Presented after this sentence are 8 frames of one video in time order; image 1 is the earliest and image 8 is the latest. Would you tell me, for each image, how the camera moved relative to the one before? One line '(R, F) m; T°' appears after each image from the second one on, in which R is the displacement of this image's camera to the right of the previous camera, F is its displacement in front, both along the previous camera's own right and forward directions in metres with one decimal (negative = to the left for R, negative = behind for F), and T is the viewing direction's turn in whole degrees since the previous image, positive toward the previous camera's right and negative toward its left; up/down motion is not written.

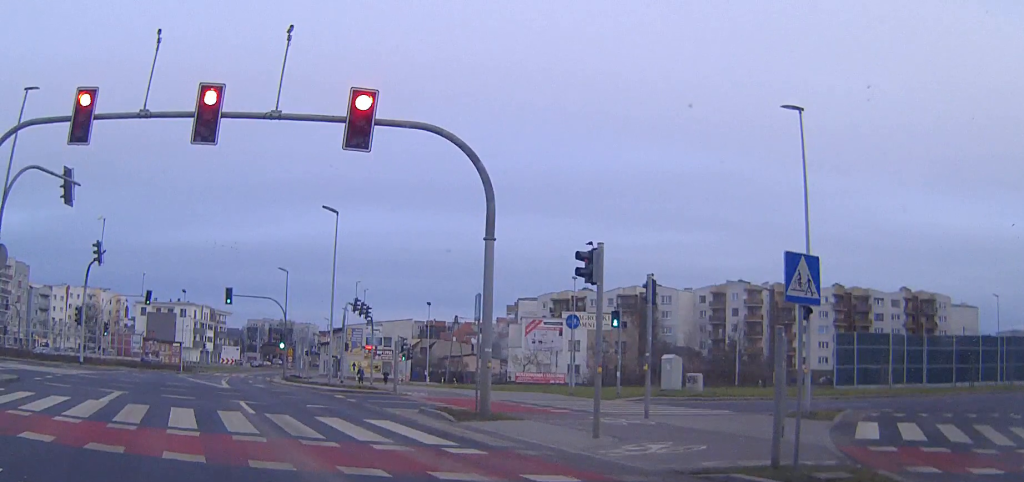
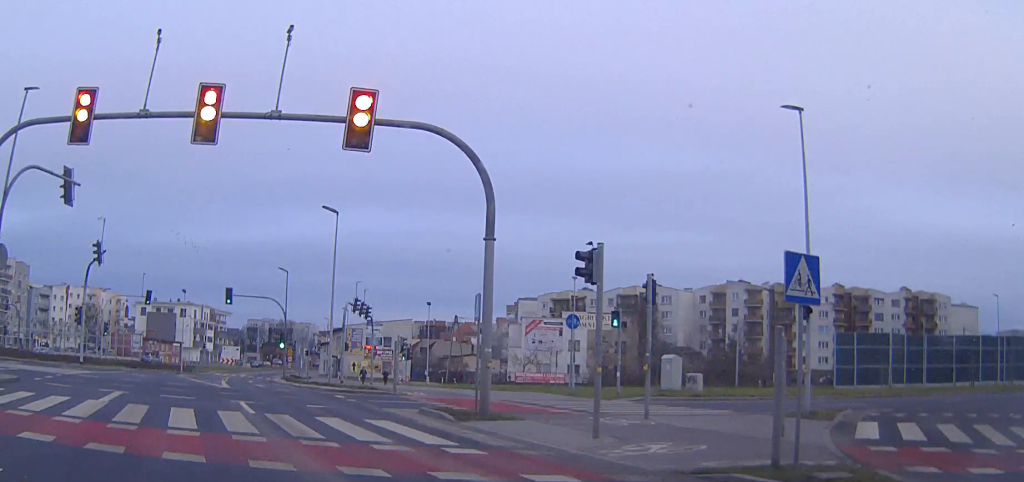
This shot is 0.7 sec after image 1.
(0.0, 0.0) m; 0°
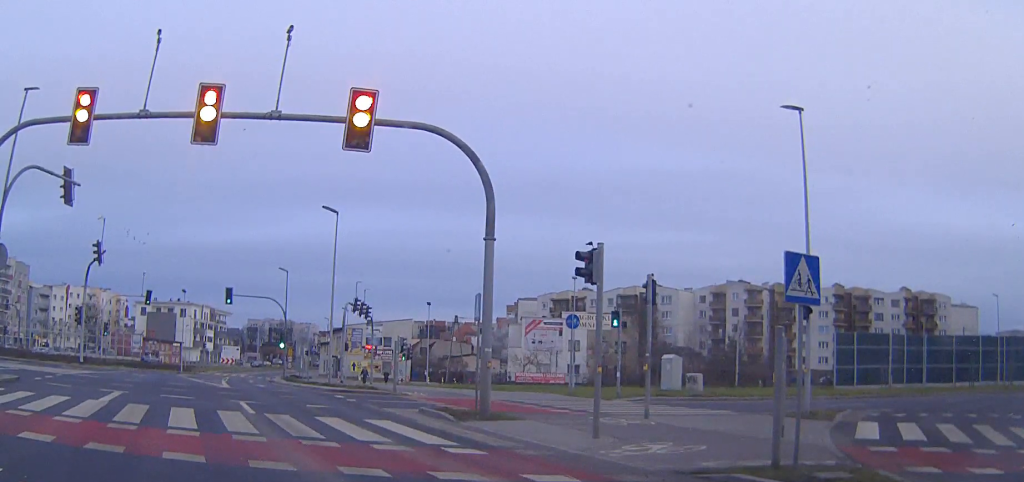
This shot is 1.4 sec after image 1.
(0.0, 0.0) m; 0°
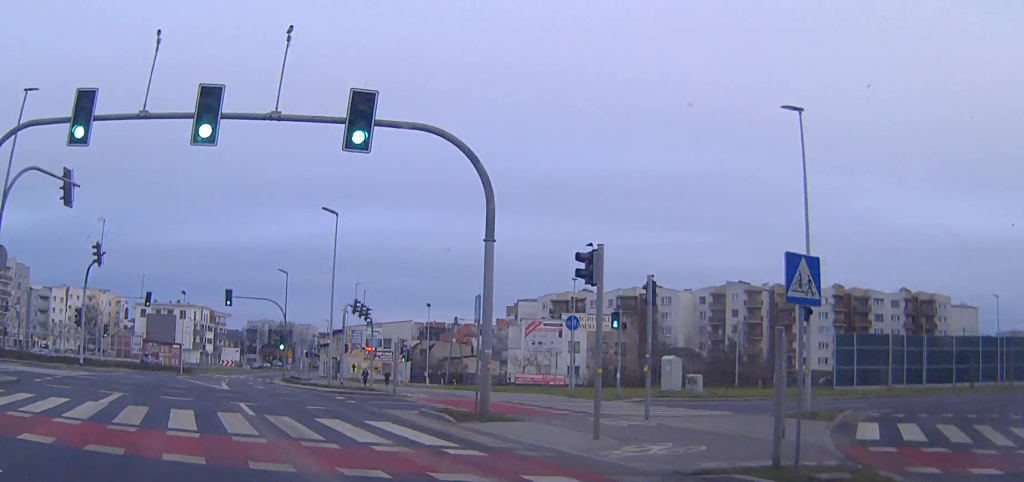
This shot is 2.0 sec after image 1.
(0.0, 0.0) m; 0°
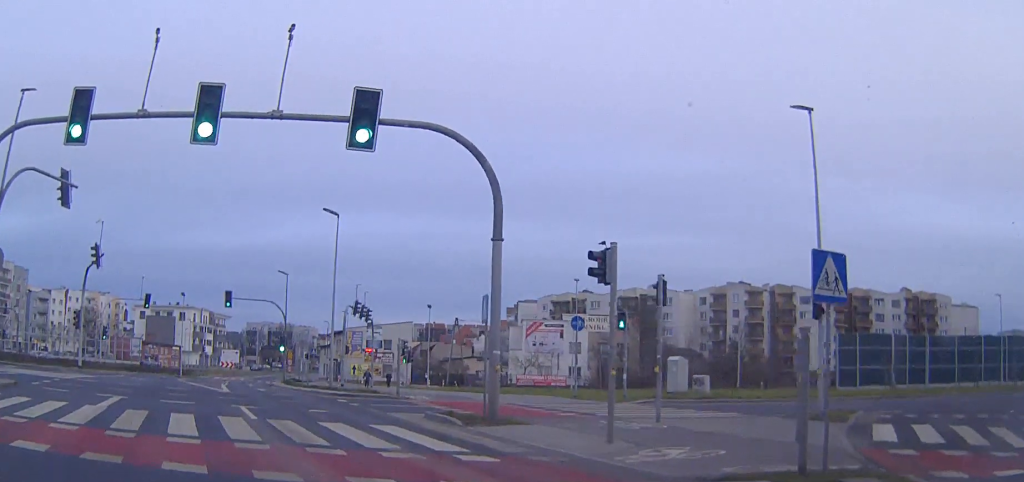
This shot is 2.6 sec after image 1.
(0.0, 0.0) m; 0°
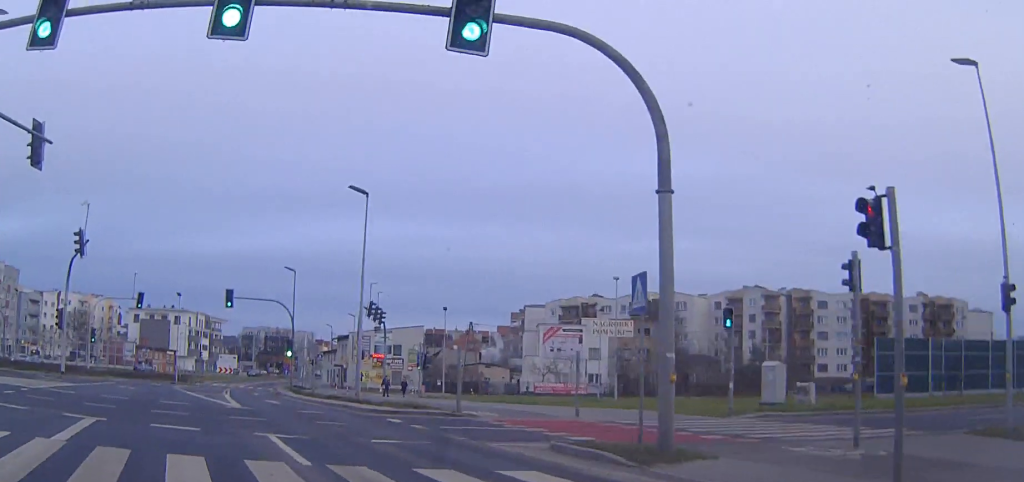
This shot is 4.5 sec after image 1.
(-0.2, +1.8) m; -3°
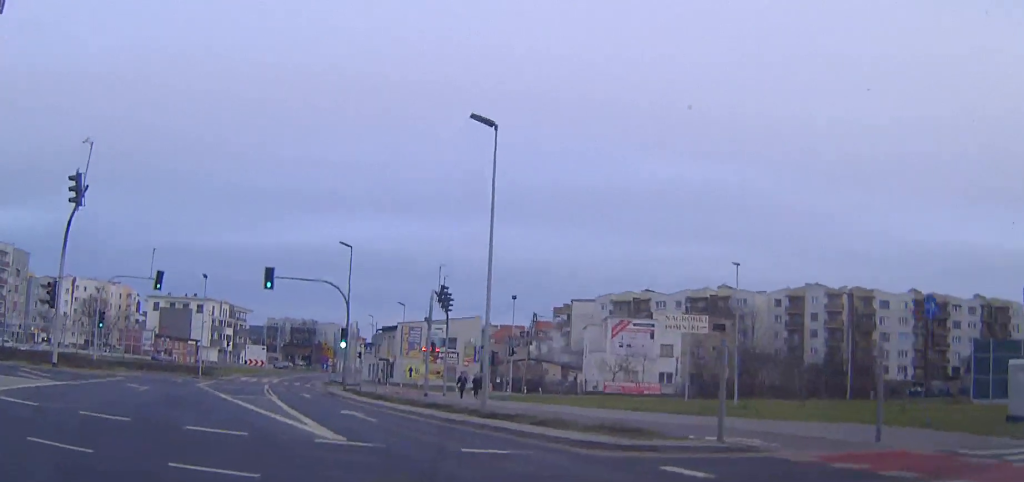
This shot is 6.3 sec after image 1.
(+0.1, +8.8) m; +1°
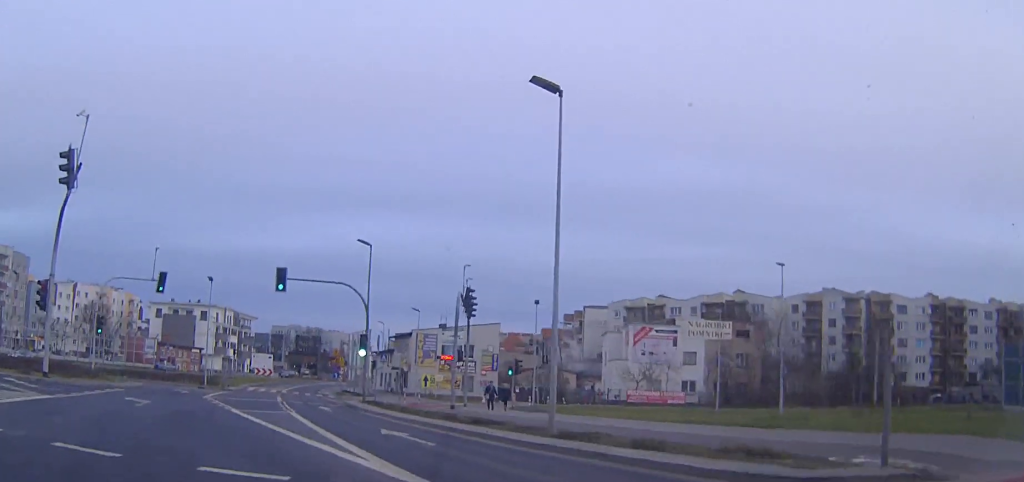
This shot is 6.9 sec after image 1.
(0.0, +3.4) m; 0°
